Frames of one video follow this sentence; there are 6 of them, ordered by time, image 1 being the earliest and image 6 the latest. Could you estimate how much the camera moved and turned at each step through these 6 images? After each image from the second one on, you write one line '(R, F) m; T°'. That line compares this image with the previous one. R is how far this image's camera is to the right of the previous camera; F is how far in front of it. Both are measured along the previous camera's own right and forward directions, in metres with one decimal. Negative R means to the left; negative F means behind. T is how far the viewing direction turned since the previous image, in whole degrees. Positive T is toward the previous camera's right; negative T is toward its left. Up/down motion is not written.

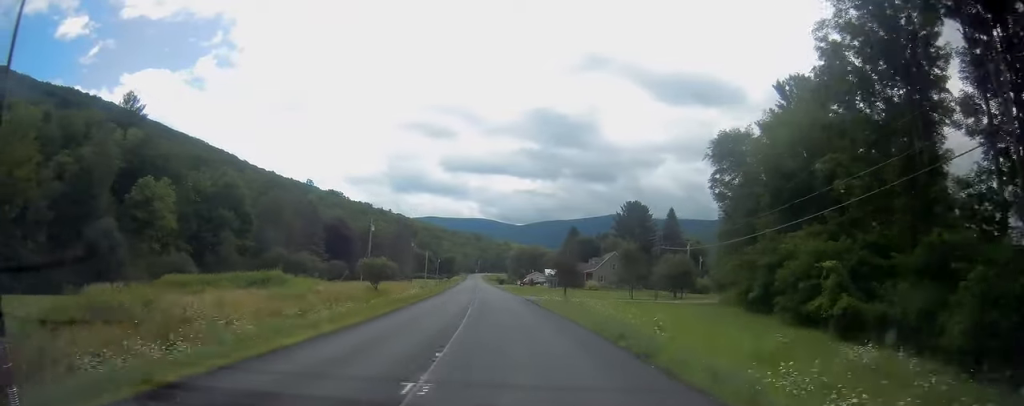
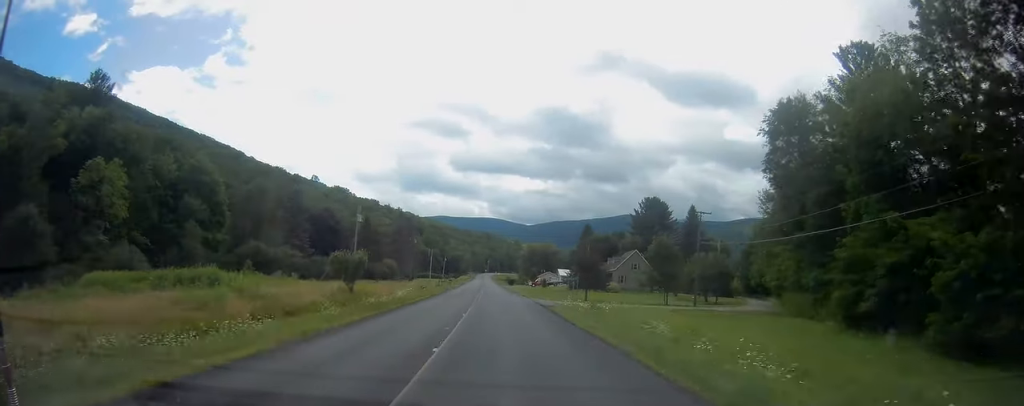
(0.0, +13.3) m; -1°
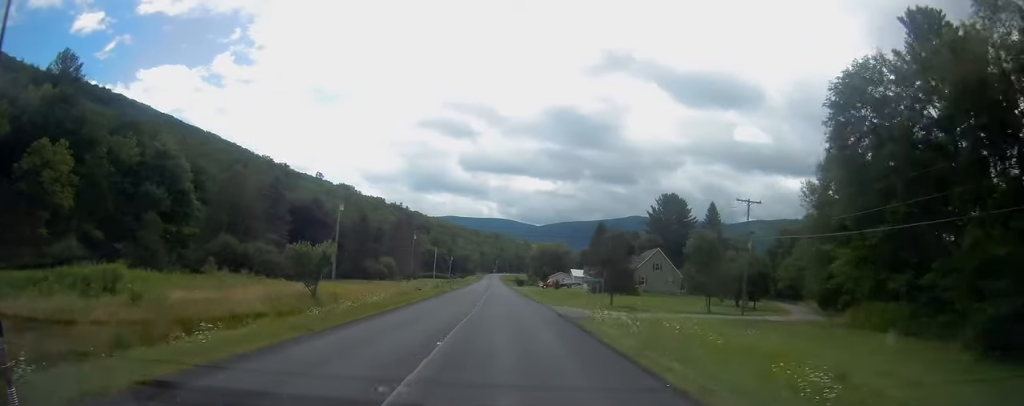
(-0.2, +11.6) m; -1°
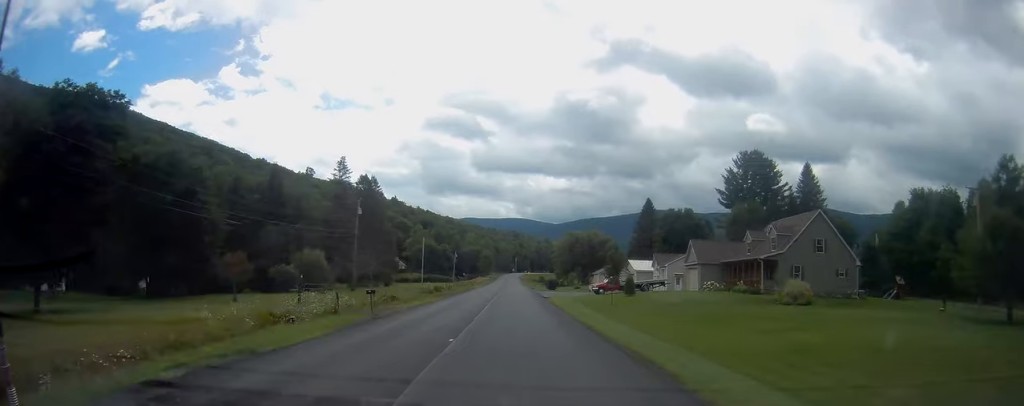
(-1.1, +56.5) m; -2°
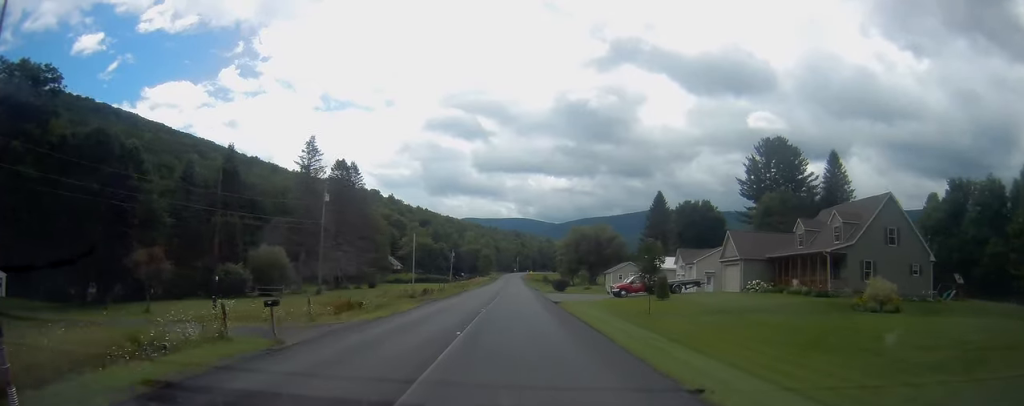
(-0.1, +12.5) m; 0°
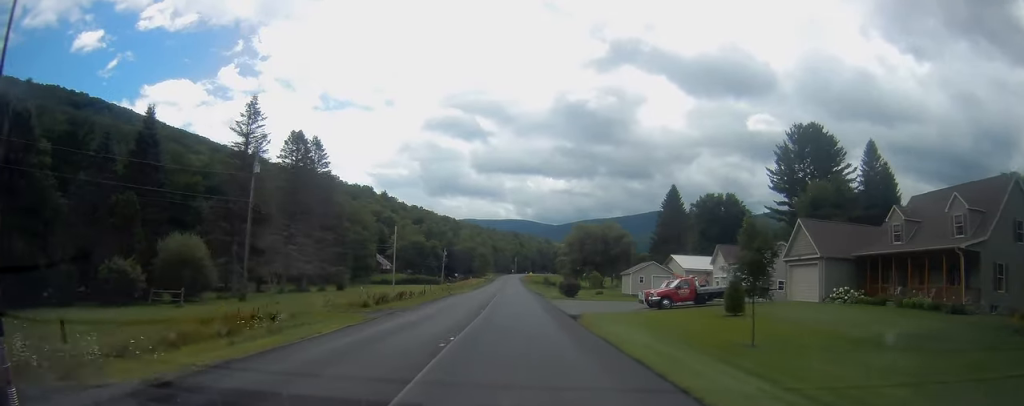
(-0.1, +15.9) m; -1°
